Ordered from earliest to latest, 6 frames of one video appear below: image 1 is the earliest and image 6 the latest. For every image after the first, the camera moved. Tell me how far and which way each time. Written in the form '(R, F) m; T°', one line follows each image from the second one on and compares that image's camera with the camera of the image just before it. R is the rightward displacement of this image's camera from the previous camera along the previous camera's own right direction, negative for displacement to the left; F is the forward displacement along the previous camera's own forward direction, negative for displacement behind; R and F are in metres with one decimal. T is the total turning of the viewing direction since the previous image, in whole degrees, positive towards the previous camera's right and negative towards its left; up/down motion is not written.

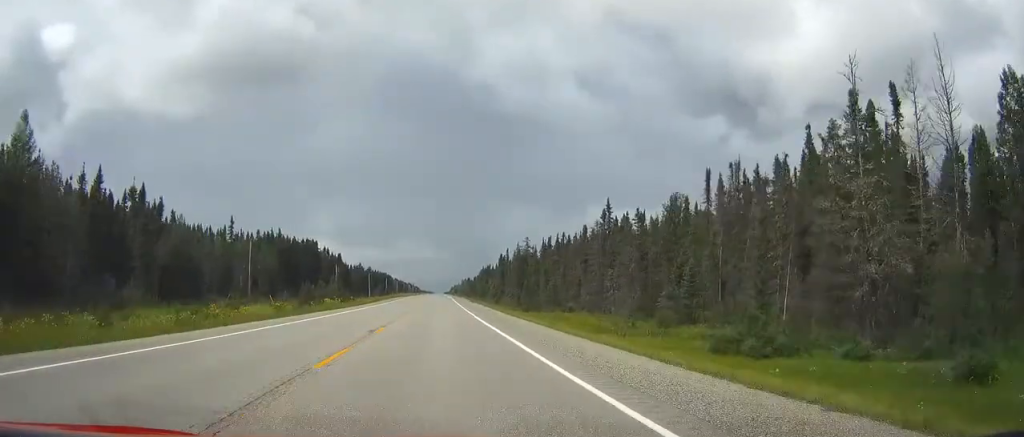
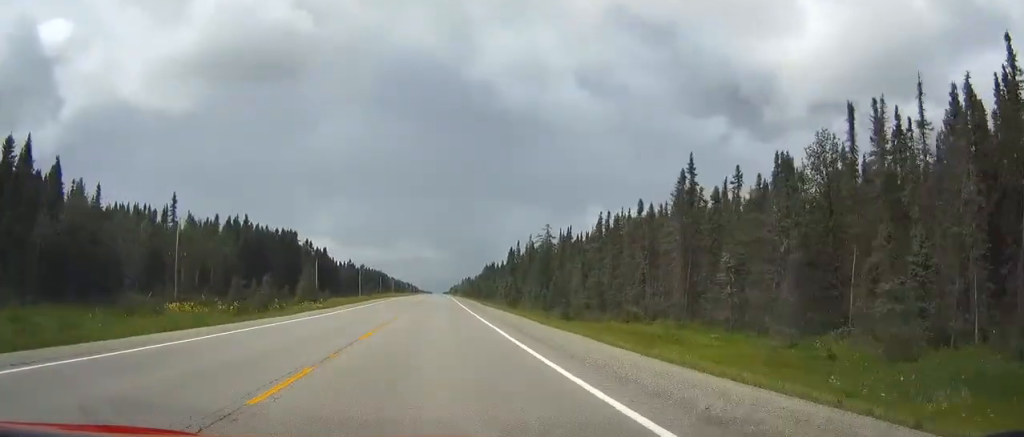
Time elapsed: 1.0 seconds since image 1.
(+0.2, +30.5) m; +1°
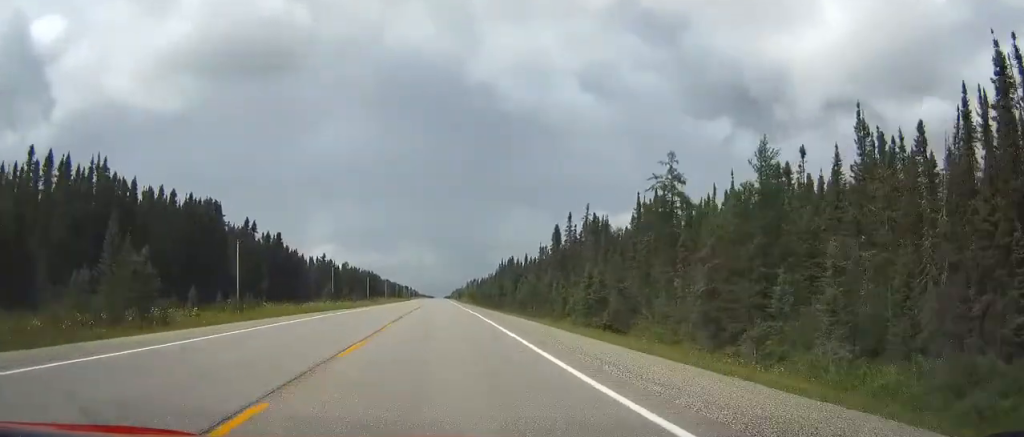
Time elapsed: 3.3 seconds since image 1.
(0.0, +67.1) m; 0°
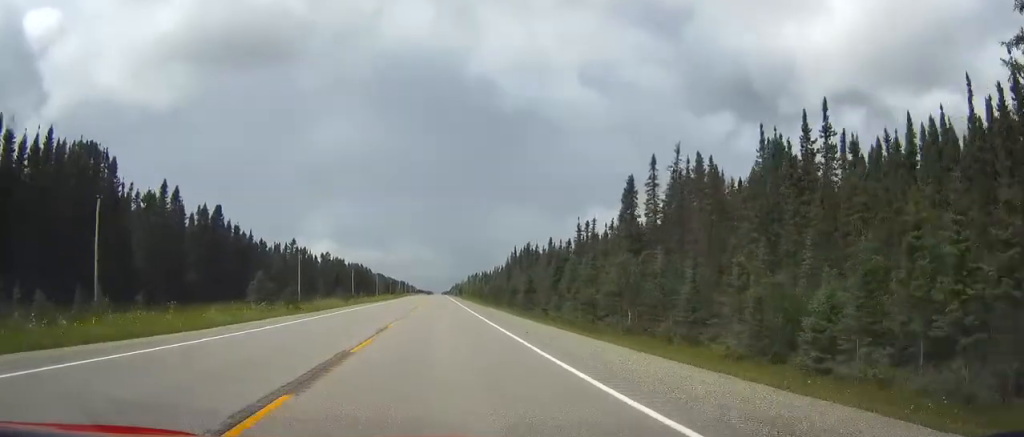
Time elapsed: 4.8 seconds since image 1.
(0.0, +43.8) m; 0°
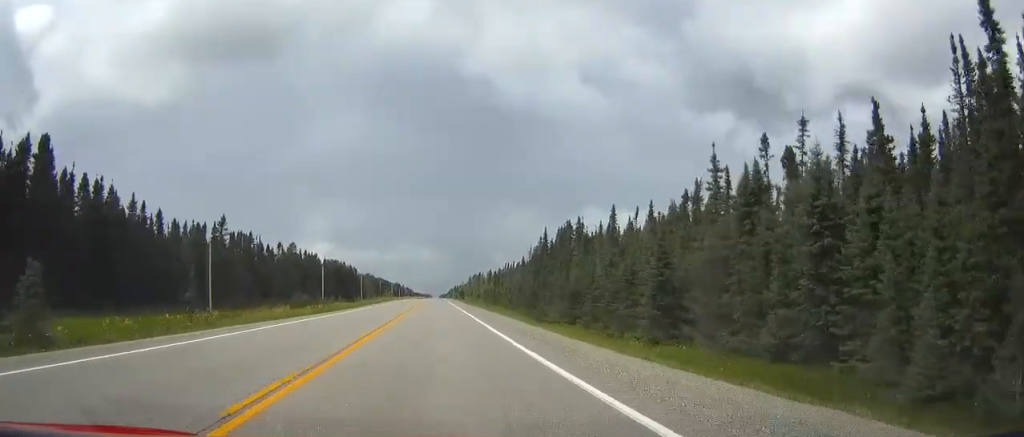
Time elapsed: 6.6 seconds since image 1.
(-0.2, +56.4) m; 0°
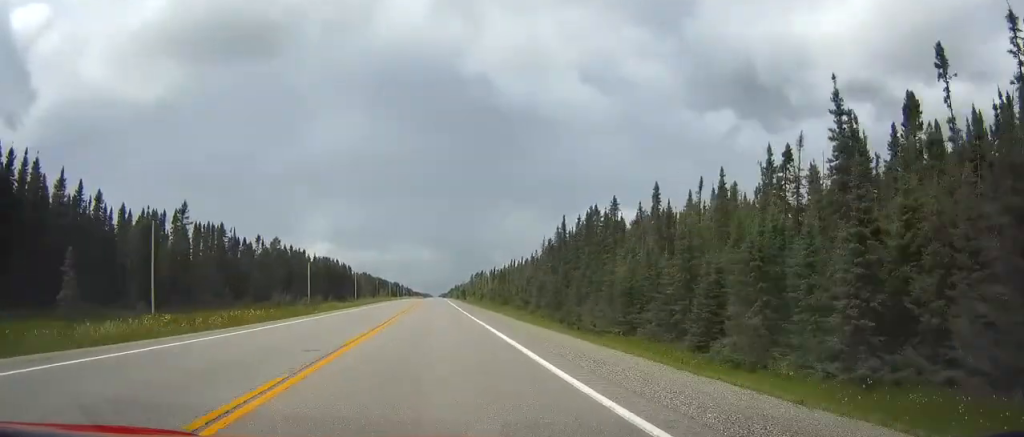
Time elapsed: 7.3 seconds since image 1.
(+0.1, +19.2) m; 0°
